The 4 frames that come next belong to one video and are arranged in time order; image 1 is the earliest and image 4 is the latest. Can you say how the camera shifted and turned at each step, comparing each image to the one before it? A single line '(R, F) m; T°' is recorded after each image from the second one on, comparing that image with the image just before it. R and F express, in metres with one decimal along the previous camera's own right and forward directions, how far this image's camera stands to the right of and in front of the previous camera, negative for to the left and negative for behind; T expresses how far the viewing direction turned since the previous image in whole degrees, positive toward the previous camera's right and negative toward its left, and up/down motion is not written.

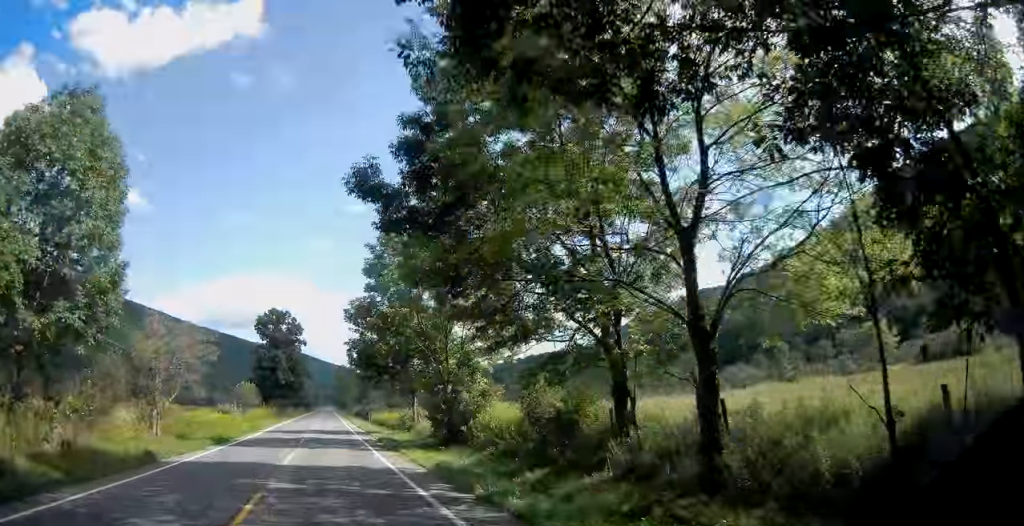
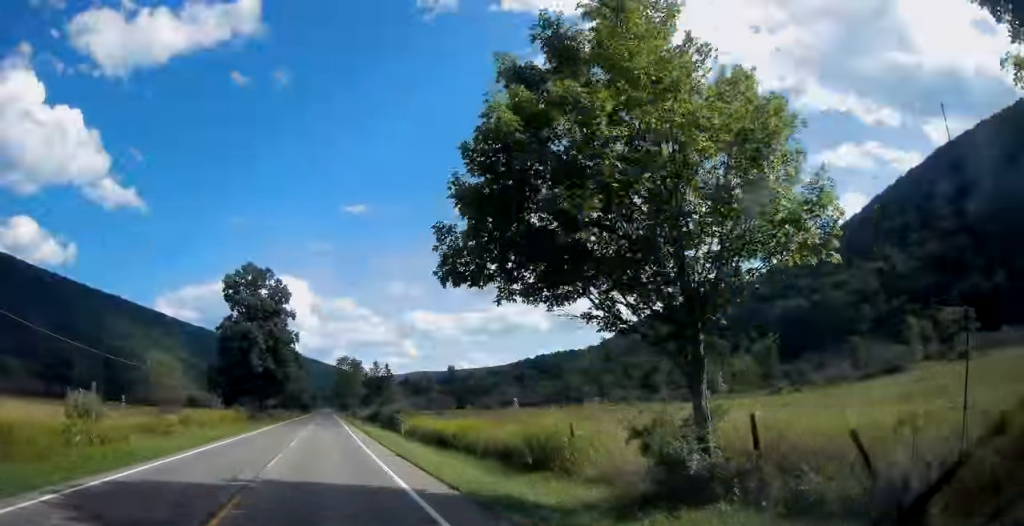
(+0.1, +35.1) m; 0°
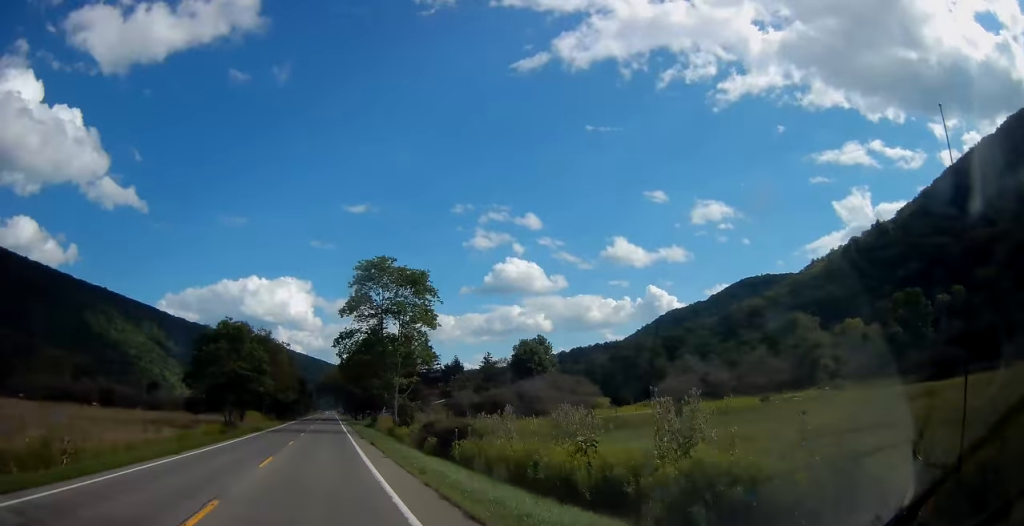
(-0.3, +97.3) m; 0°
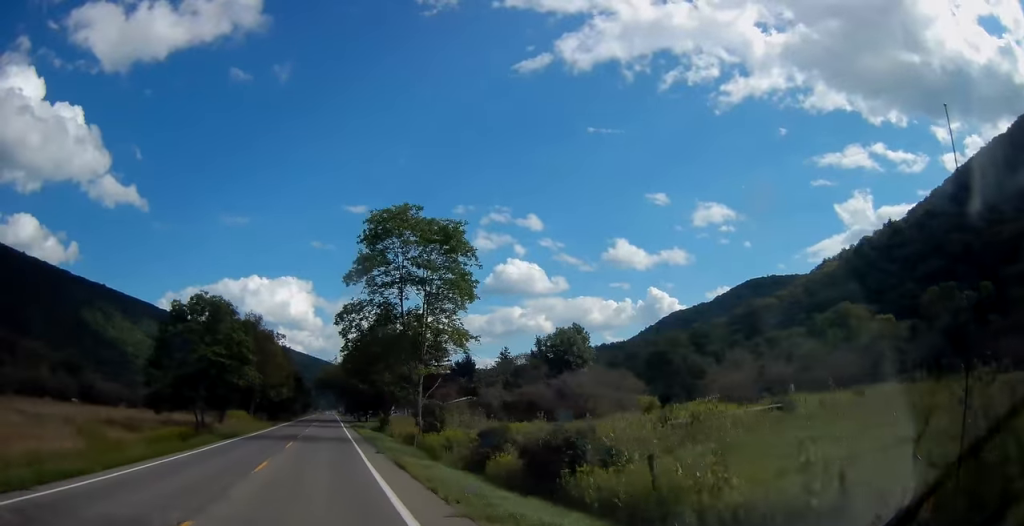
(0.0, +13.1) m; 0°
